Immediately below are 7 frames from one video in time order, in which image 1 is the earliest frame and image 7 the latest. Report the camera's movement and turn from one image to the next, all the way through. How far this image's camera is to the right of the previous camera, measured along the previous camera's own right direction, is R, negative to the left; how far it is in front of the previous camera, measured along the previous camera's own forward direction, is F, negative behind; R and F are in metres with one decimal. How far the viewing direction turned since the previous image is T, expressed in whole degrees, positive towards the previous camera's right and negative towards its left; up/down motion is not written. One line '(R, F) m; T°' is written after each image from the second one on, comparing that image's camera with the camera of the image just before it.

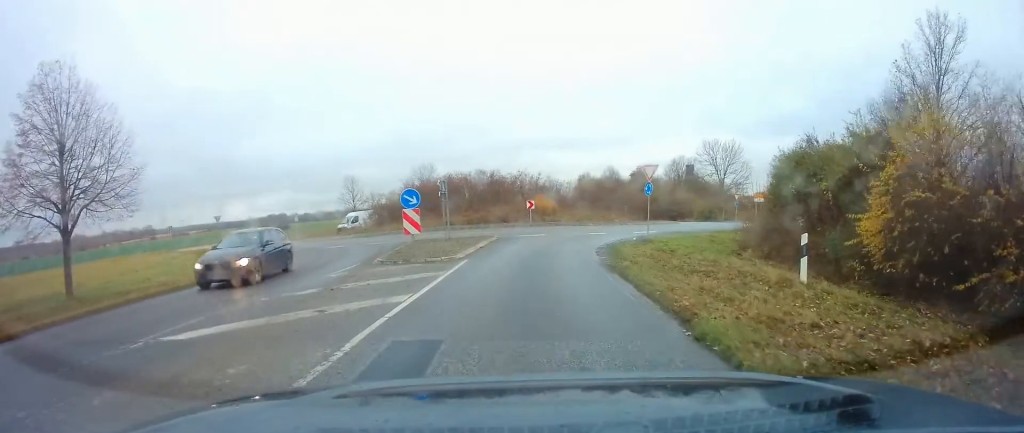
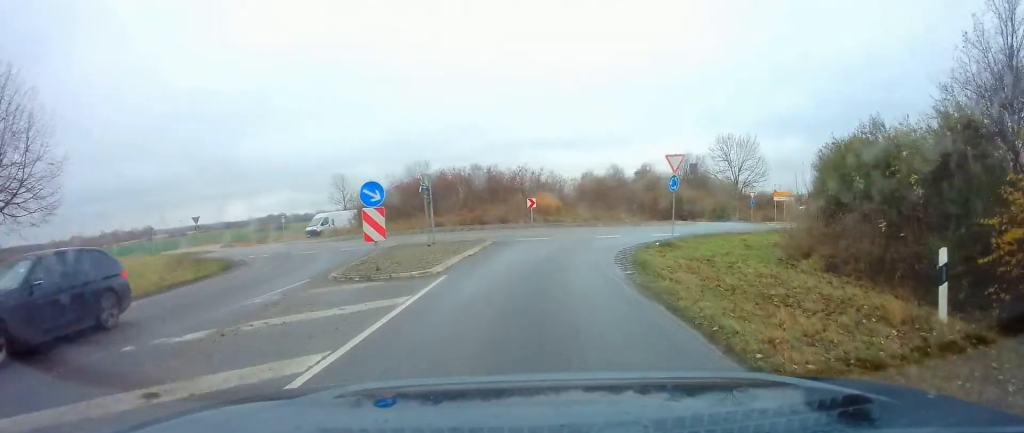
(-0.1, +4.1) m; +1°
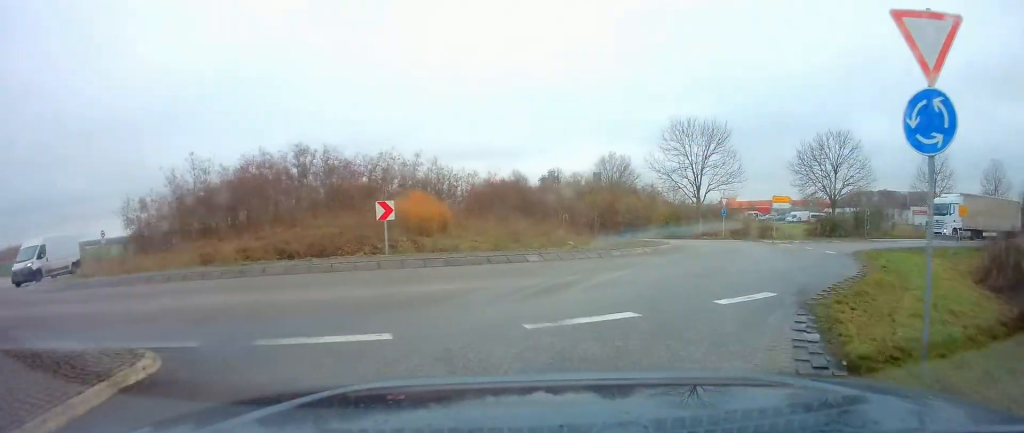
(+1.4, +16.0) m; +16°
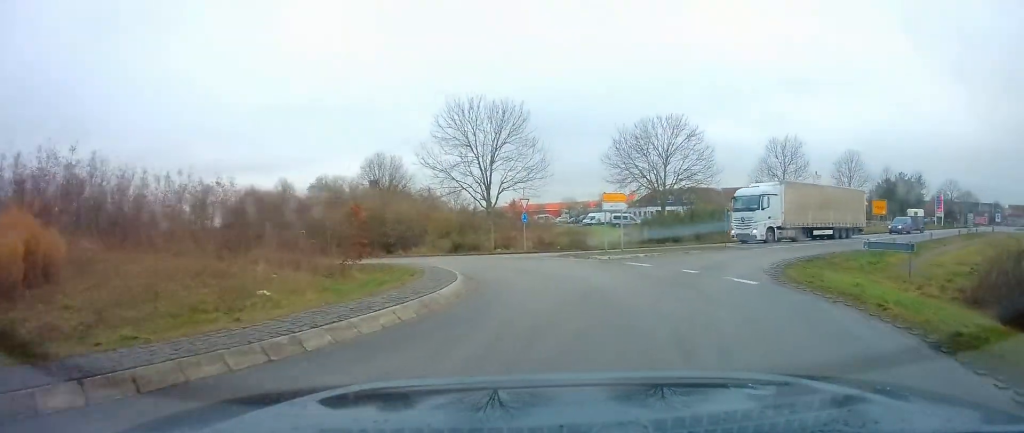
(+1.6, +9.4) m; +13°
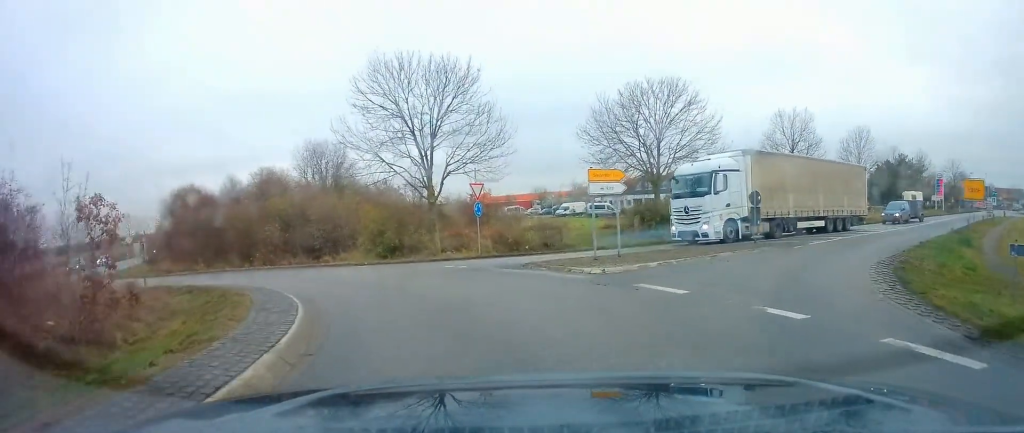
(+0.1, +8.3) m; -3°
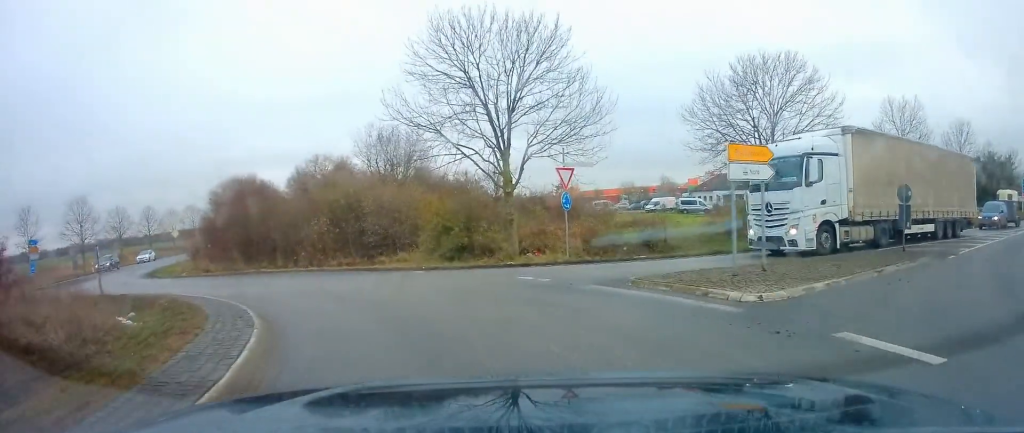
(-0.2, +5.0) m; -9°
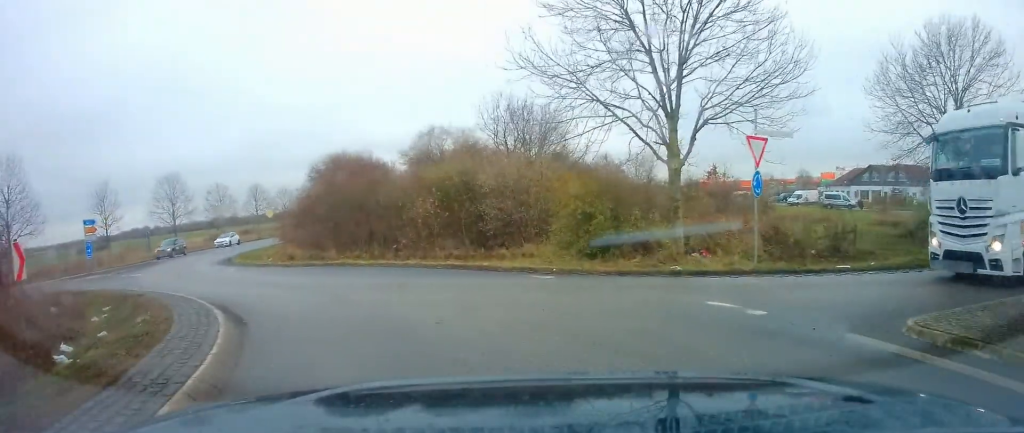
(+0.1, +5.4) m; -12°
